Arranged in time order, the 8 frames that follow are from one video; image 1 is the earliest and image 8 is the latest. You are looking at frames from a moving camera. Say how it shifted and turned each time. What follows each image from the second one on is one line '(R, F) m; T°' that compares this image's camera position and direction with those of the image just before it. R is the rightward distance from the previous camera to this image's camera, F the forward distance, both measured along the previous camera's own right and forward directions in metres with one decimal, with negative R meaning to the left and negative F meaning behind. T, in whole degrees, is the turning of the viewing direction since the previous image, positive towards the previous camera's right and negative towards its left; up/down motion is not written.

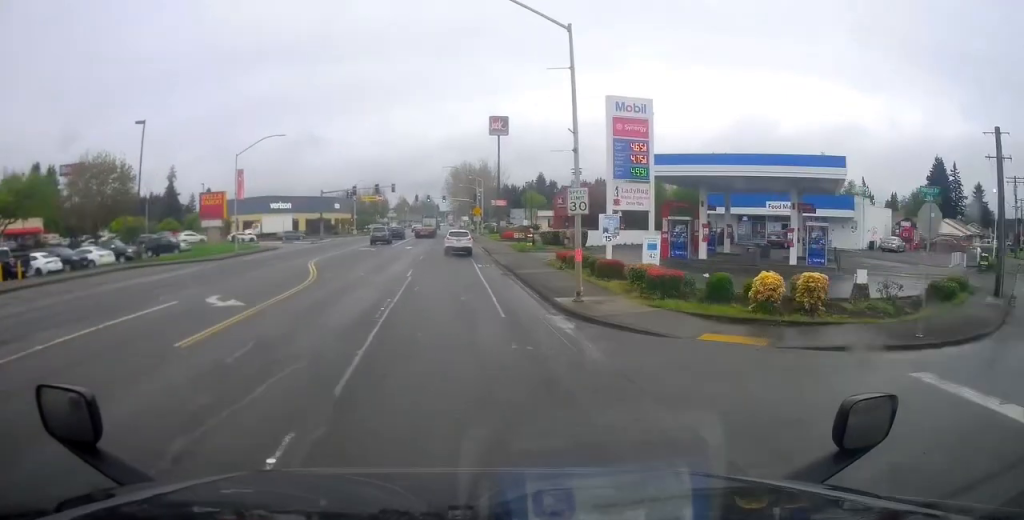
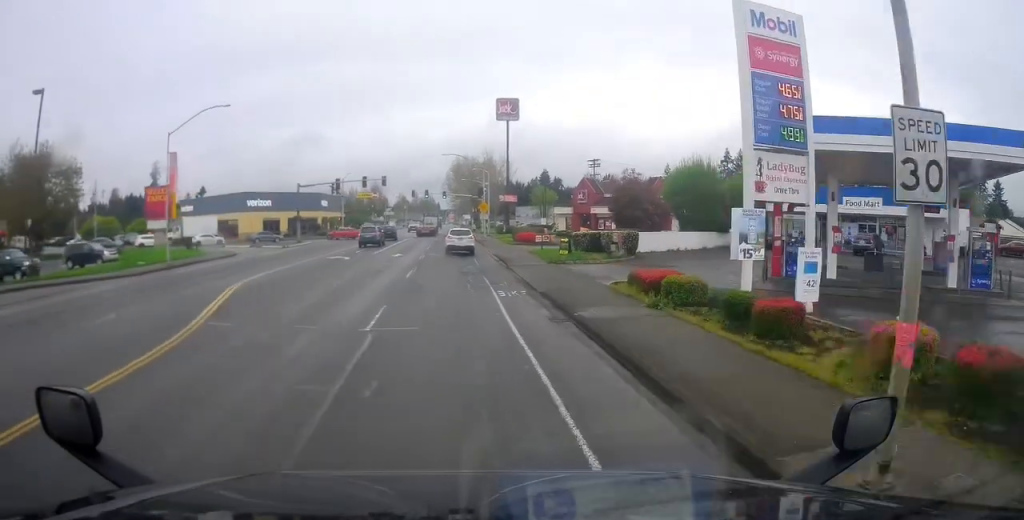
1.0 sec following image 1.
(-0.4, +13.2) m; -1°
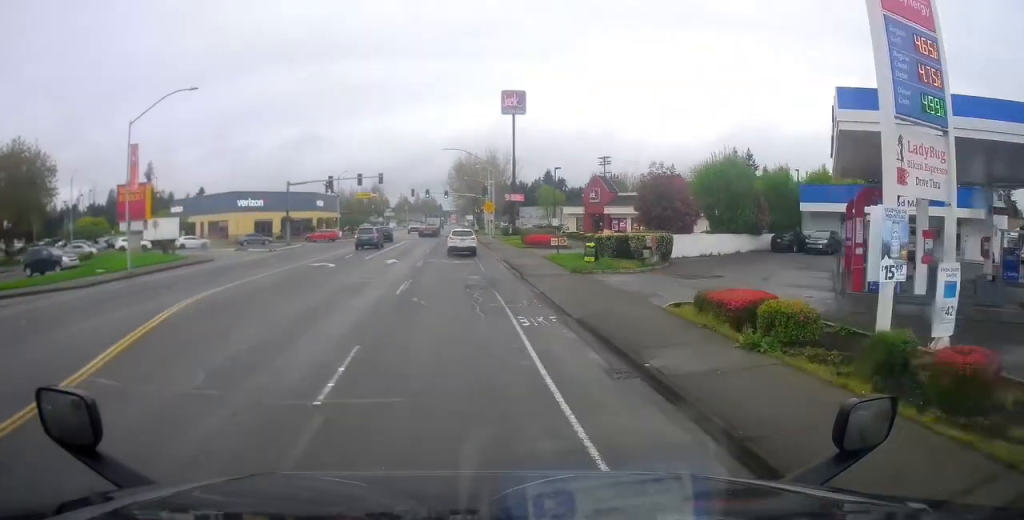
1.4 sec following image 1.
(+0.1, +5.4) m; 0°
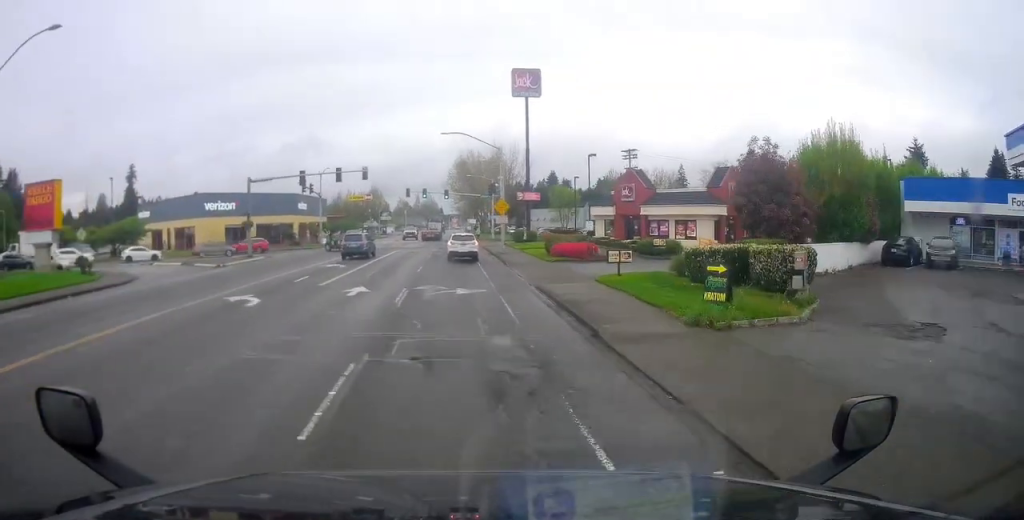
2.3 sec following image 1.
(-0.1, +12.8) m; -2°
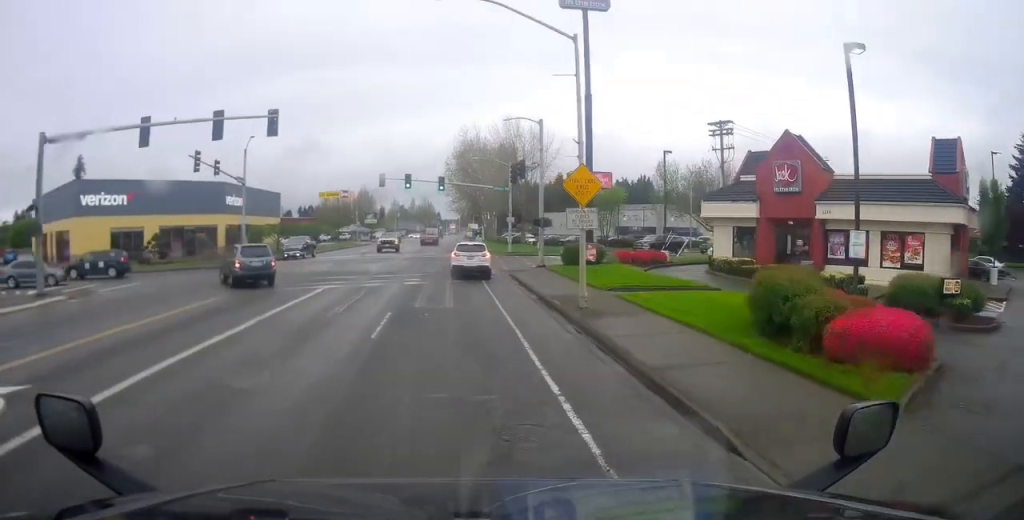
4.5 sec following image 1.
(-1.8, +27.9) m; -4°
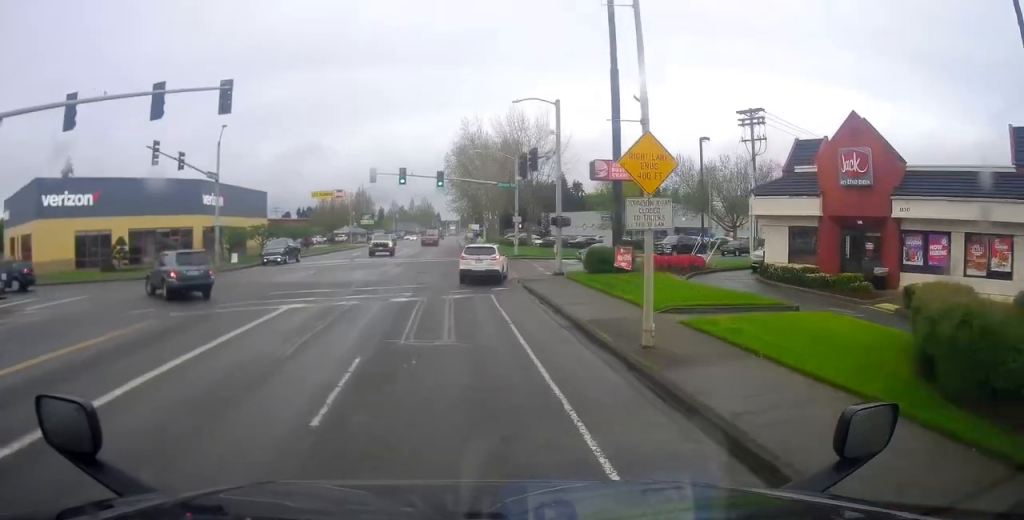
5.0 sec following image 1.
(0.0, +6.2) m; +1°
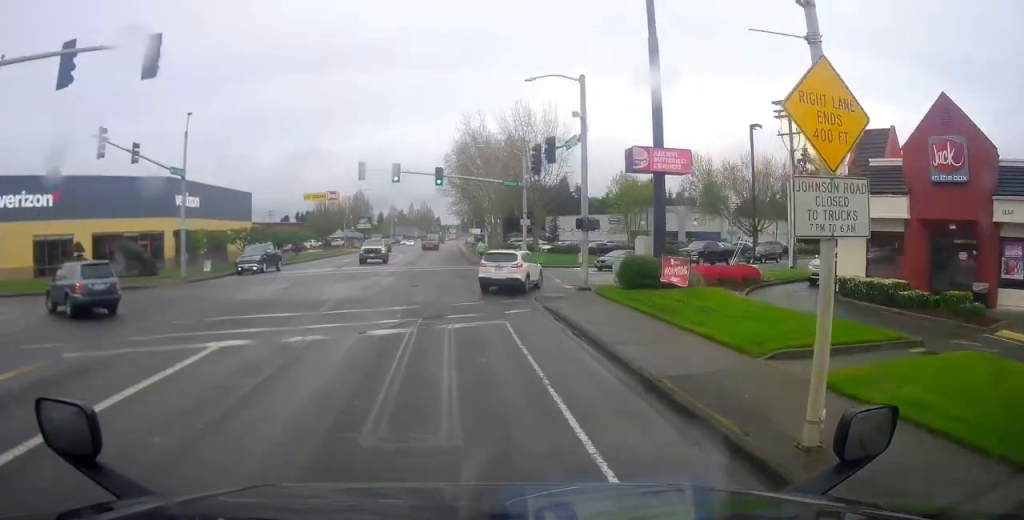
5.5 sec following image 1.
(0.0, +6.4) m; +1°
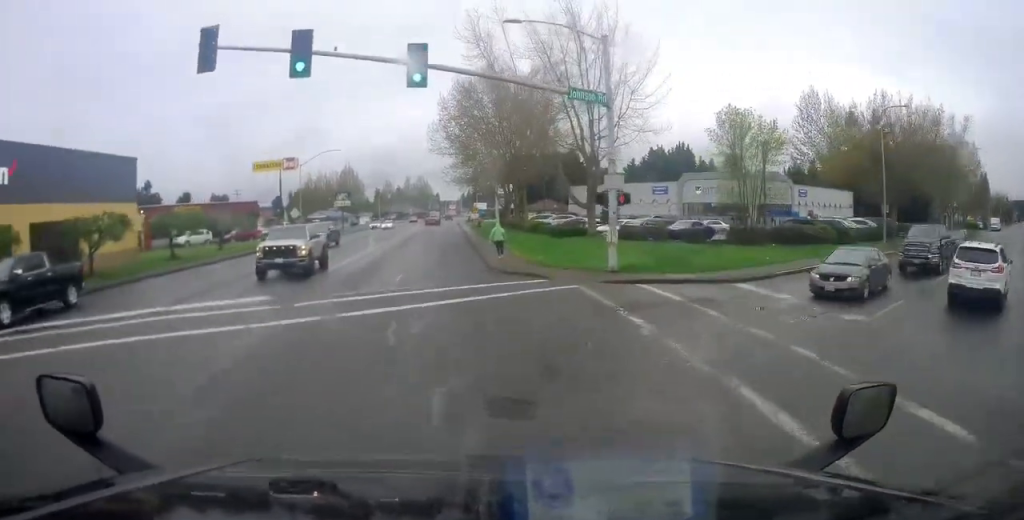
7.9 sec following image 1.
(+0.7, +26.7) m; +3°
